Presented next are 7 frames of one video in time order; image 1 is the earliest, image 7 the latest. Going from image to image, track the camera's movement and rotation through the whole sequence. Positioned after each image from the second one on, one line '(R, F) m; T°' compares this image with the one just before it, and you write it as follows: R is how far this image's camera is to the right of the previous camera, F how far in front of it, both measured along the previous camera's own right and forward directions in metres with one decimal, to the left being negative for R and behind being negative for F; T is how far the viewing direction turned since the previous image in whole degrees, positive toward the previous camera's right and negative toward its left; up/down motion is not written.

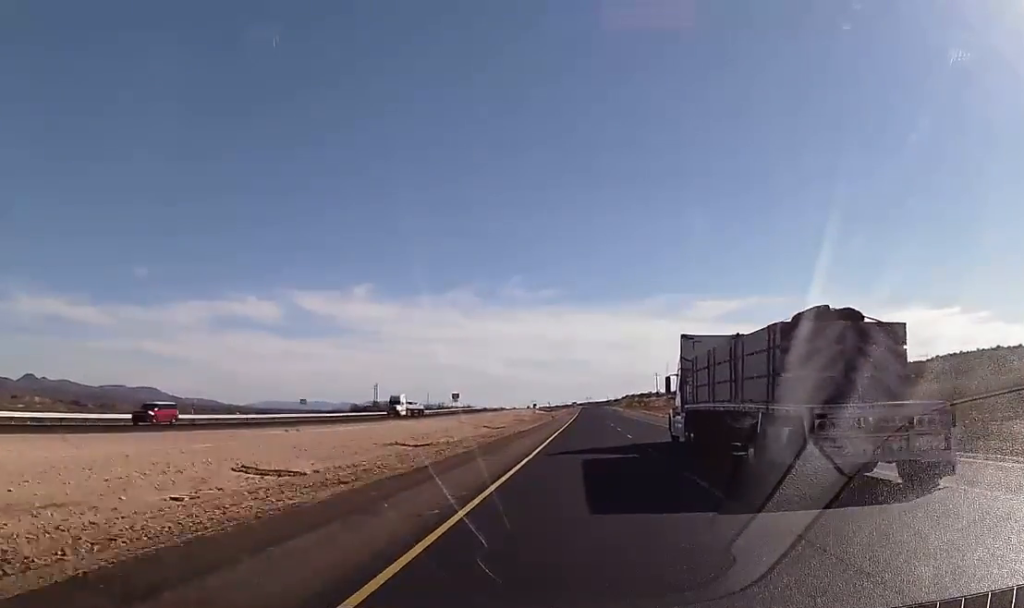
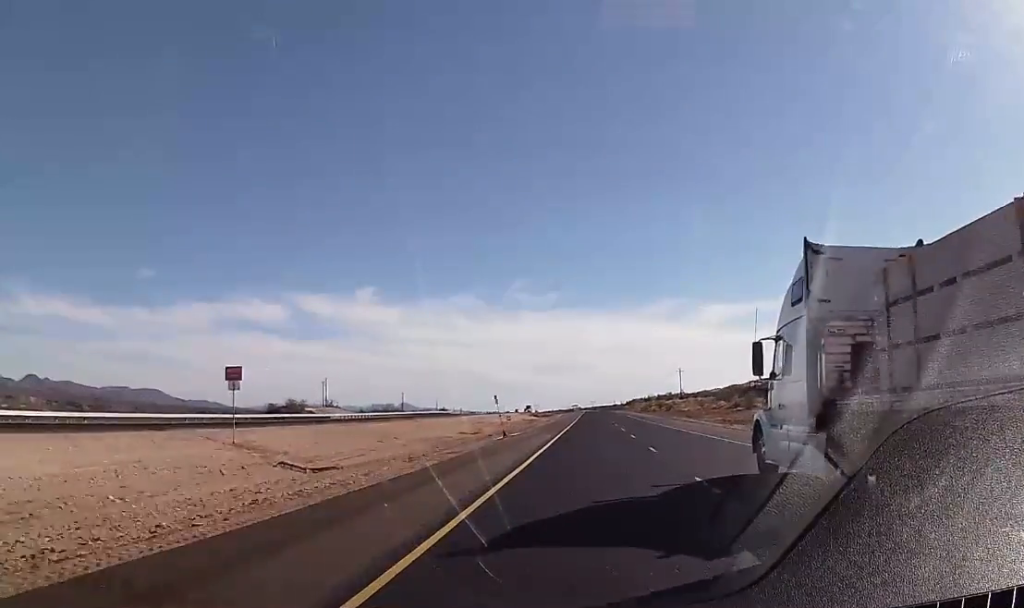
(+0.4, +73.4) m; 0°
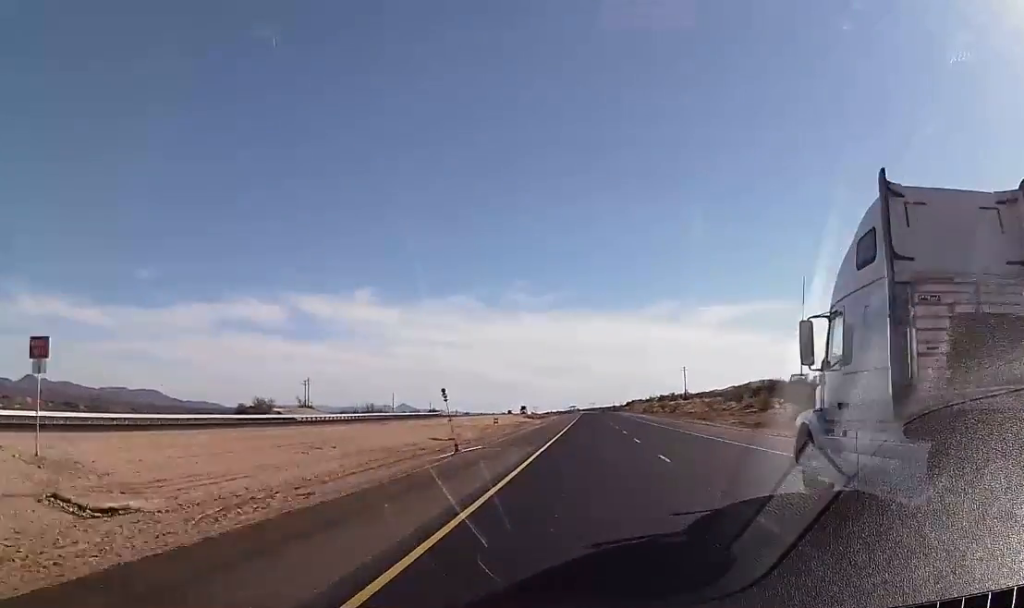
(+0.1, +16.5) m; 0°
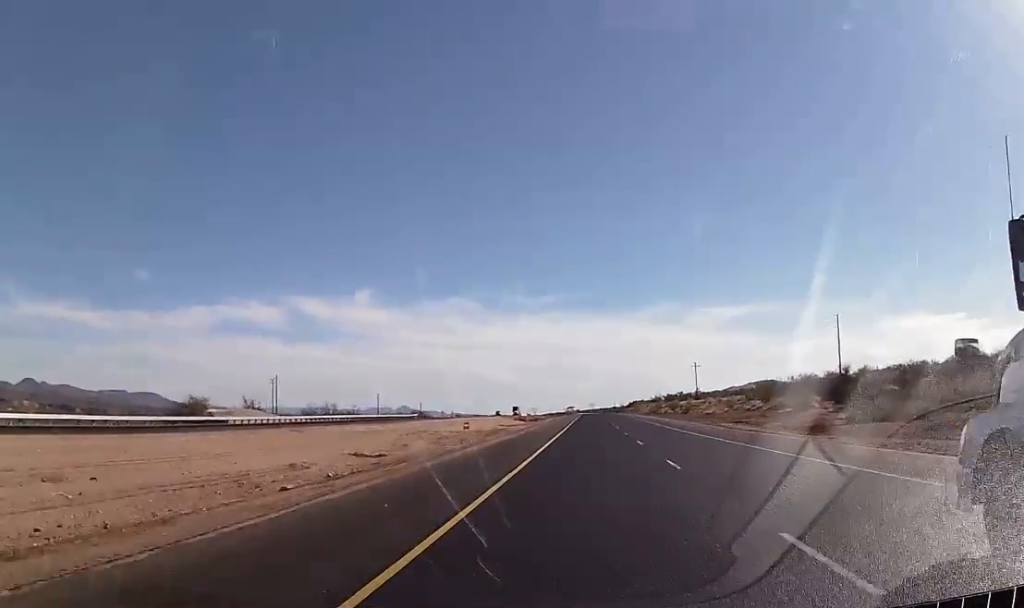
(-0.3, +27.2) m; 0°
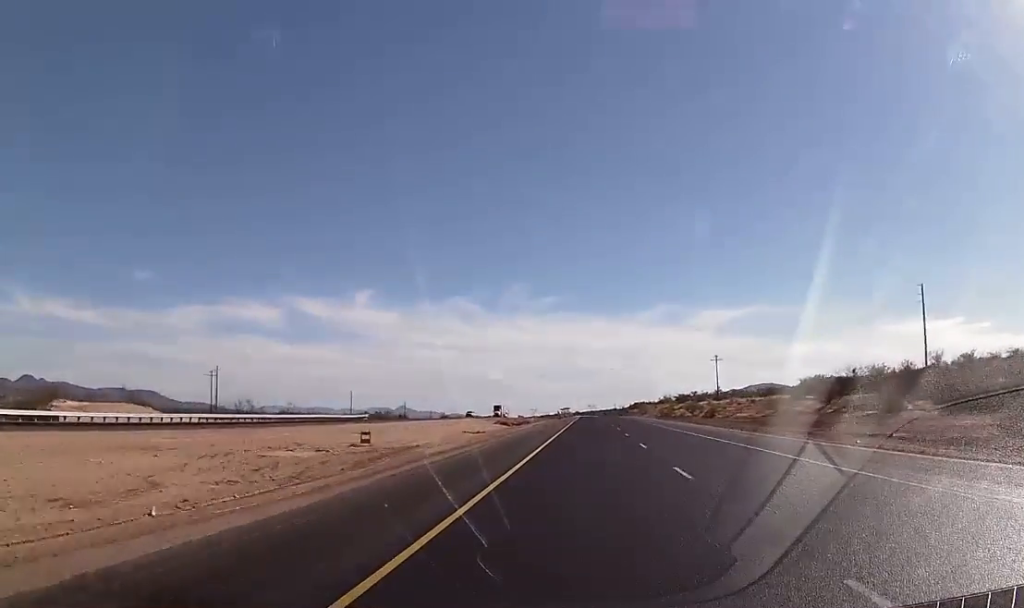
(-0.1, +39.0) m; +1°
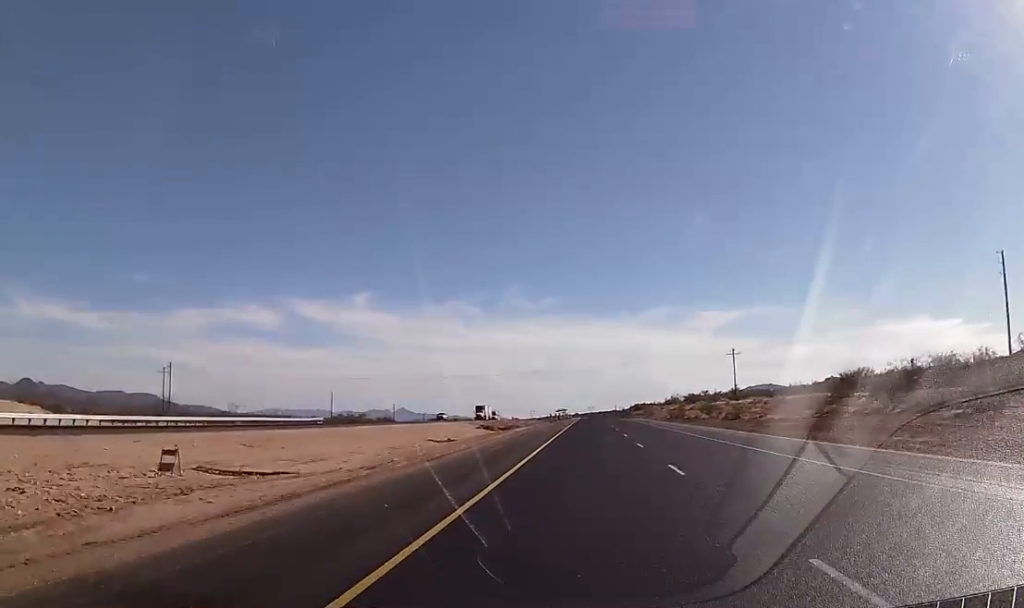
(+0.4, +23.6) m; 0°
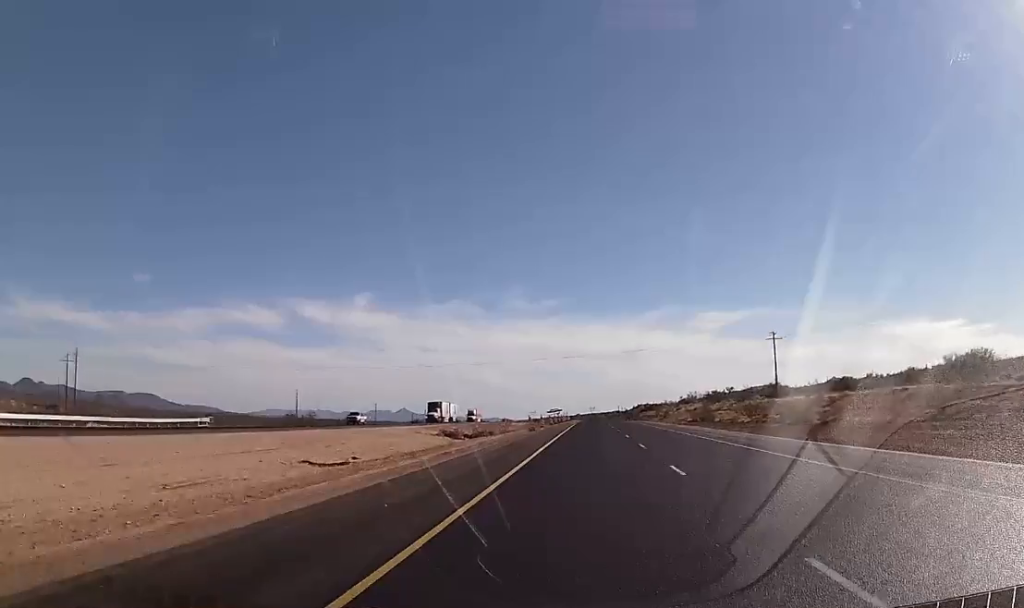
(-0.1, +36.5) m; -1°
